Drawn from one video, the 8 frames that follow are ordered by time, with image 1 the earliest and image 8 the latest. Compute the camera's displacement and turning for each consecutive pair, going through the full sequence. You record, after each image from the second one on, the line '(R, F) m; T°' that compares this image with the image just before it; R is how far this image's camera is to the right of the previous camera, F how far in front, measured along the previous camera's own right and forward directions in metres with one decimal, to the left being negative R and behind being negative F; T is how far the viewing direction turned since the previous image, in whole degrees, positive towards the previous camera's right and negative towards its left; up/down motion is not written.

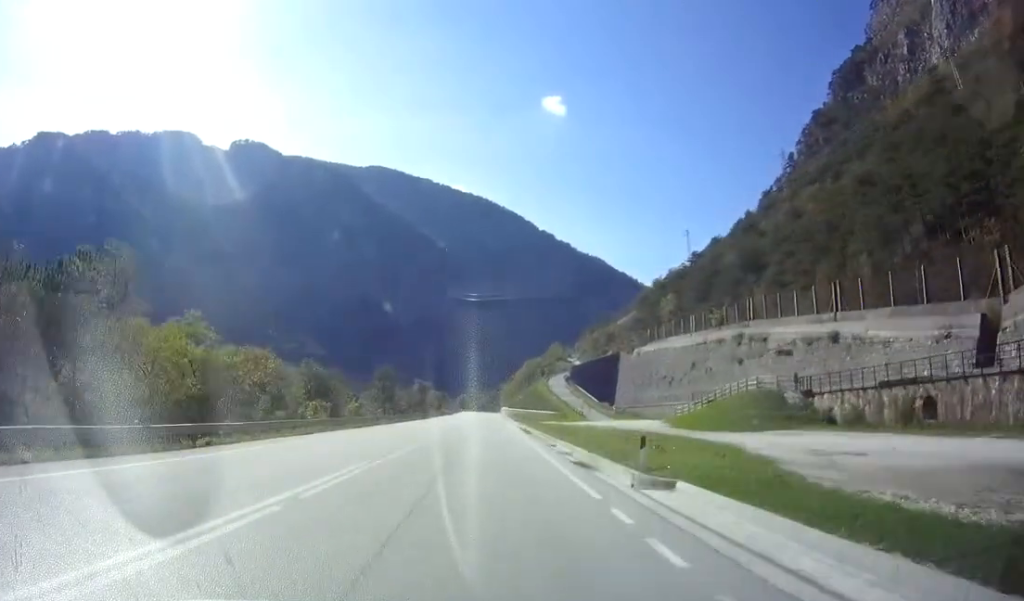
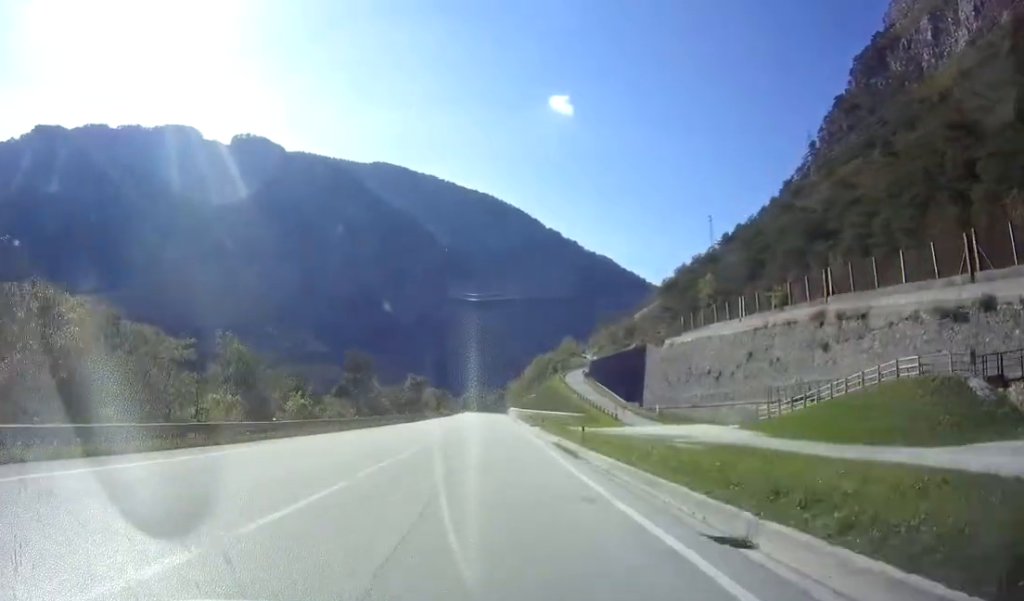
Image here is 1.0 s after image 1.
(-0.3, +20.1) m; -1°
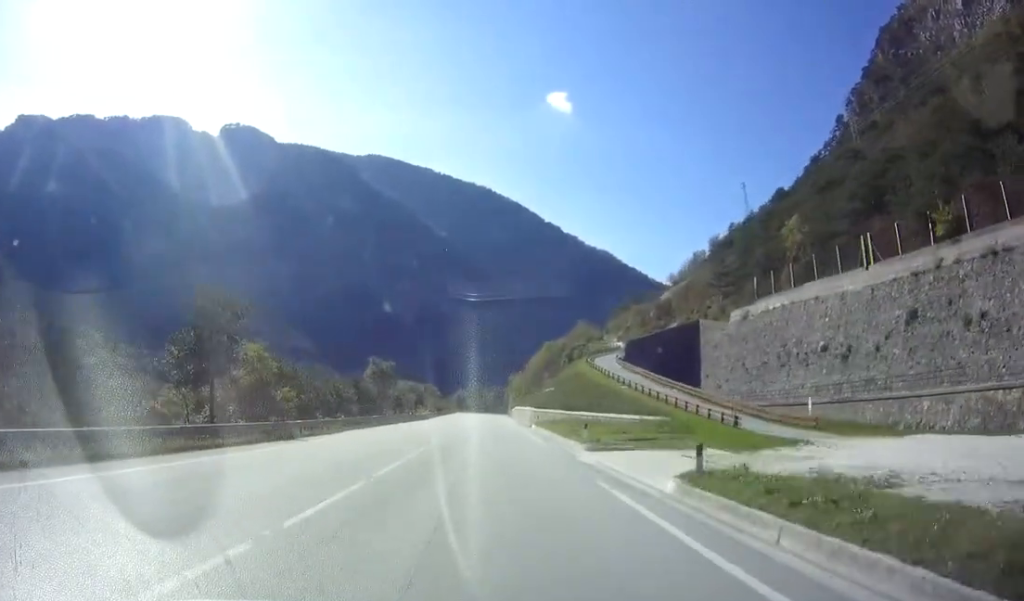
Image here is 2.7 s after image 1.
(+0.2, +34.5) m; +1°
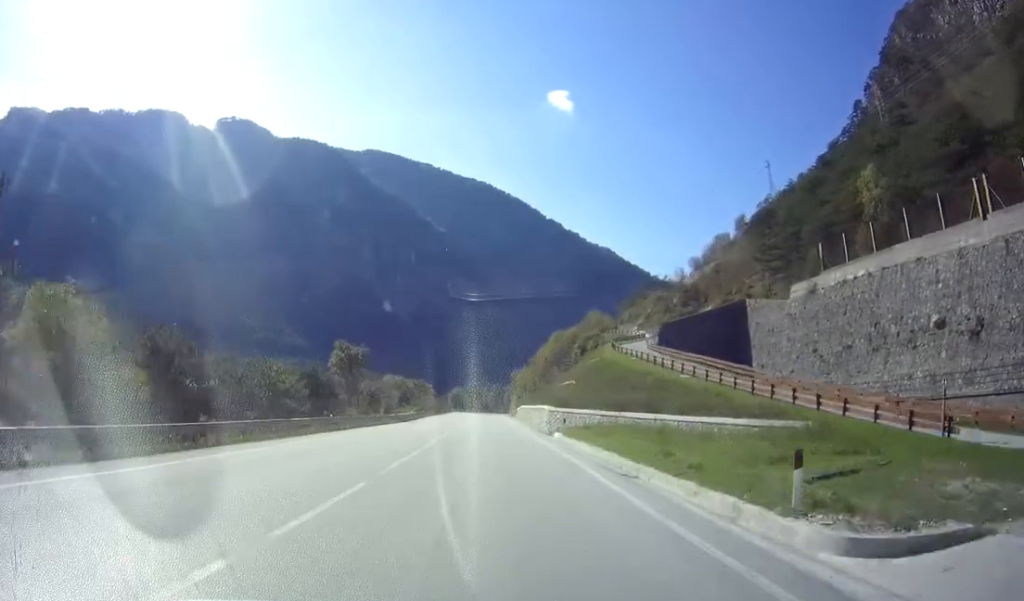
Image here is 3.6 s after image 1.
(0.0, +17.7) m; 0°
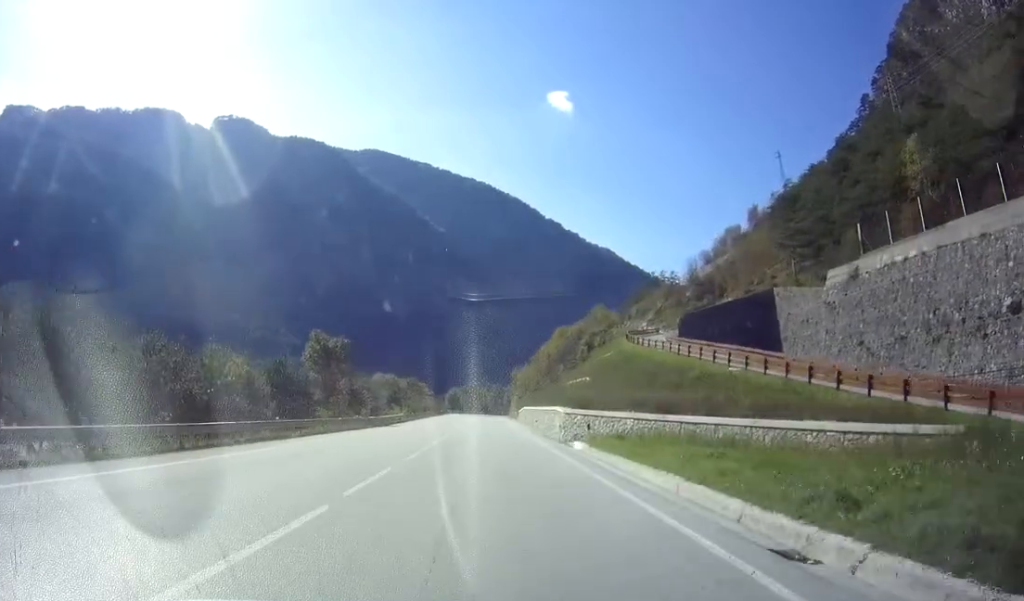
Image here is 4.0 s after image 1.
(0.0, +8.2) m; 0°
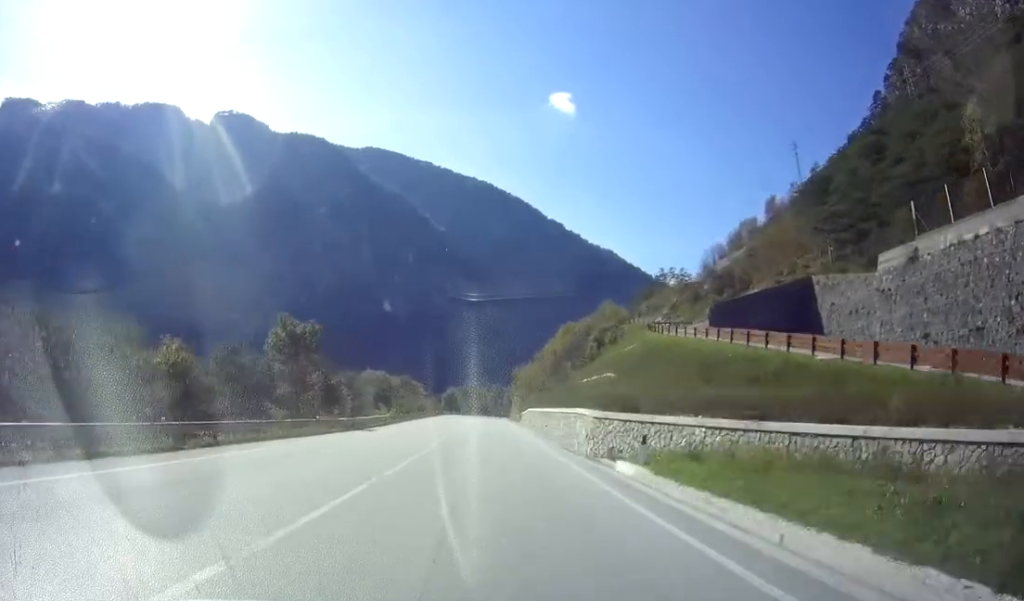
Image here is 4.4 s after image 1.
(0.0, +8.9) m; 0°
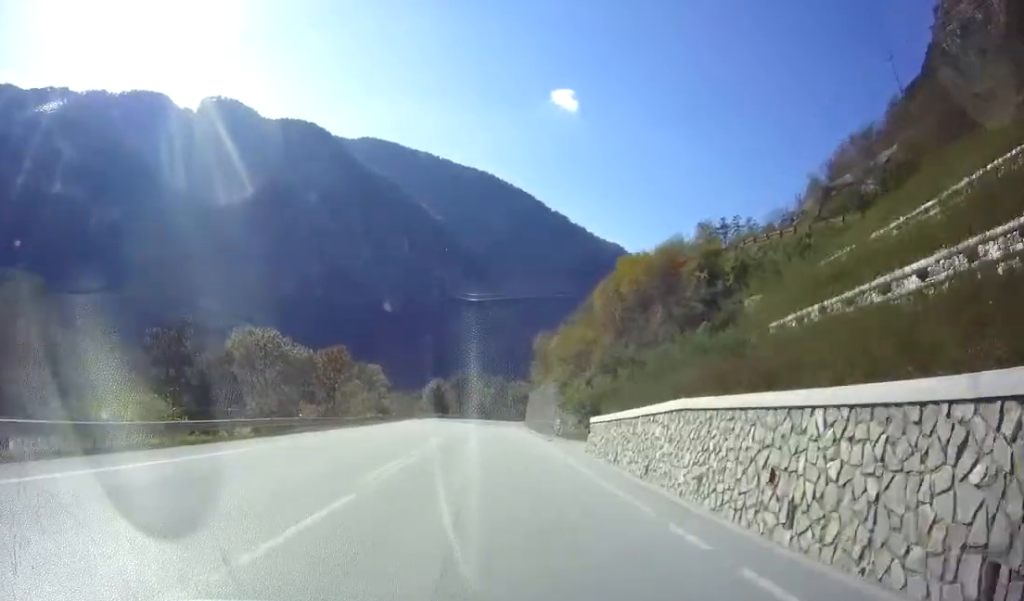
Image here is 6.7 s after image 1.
(-0.6, +47.5) m; -1°
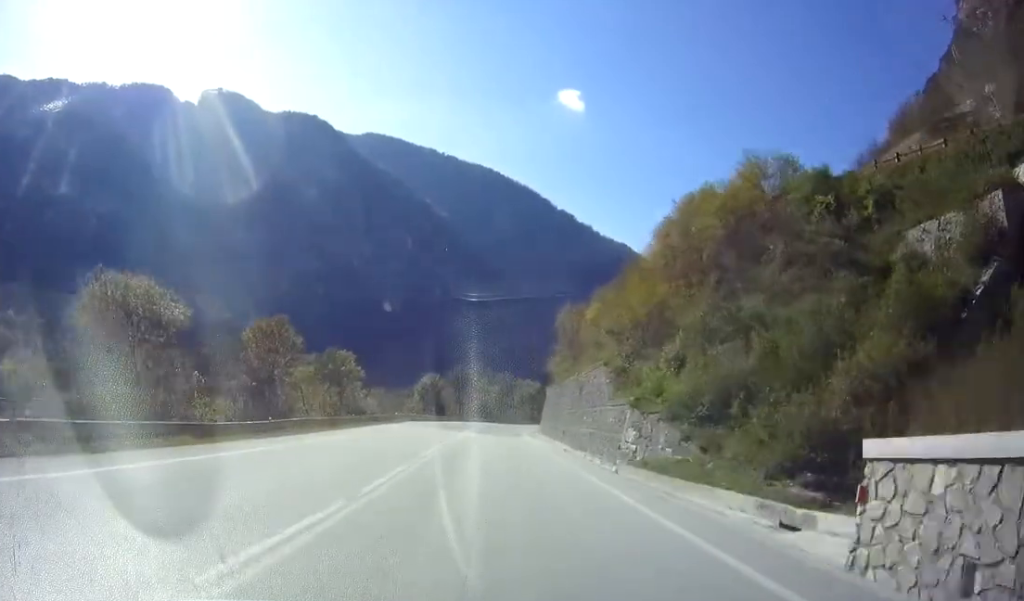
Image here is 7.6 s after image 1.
(+0.2, +17.7) m; +1°
